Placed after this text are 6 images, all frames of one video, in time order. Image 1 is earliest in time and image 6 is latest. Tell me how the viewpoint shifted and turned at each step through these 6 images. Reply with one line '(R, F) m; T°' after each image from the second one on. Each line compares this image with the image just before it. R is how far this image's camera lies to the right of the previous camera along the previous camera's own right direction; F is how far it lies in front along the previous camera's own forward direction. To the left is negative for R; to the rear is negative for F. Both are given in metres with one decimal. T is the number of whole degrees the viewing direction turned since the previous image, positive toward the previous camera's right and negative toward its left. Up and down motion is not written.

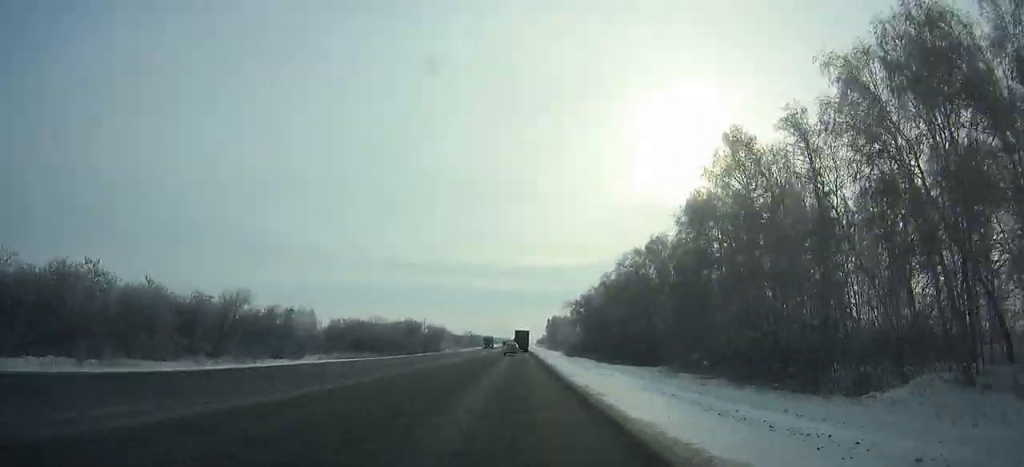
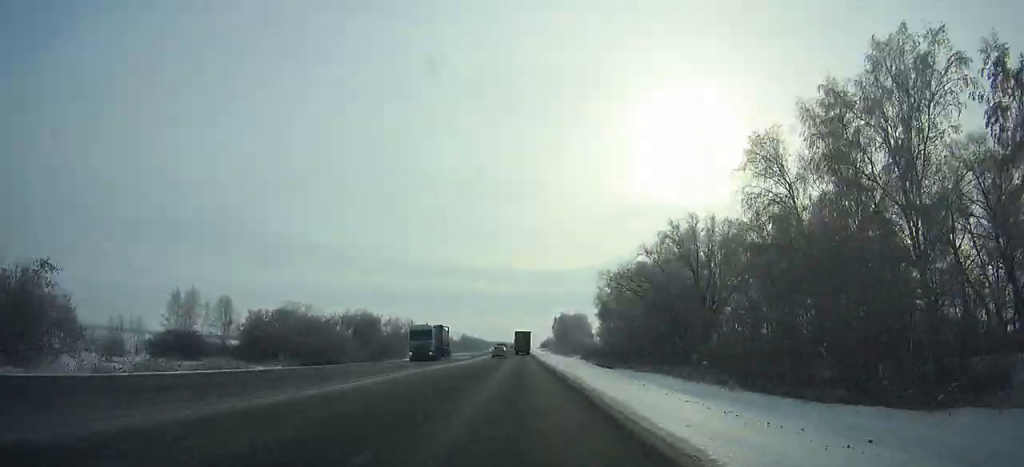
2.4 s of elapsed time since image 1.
(-0.1, +59.6) m; 0°
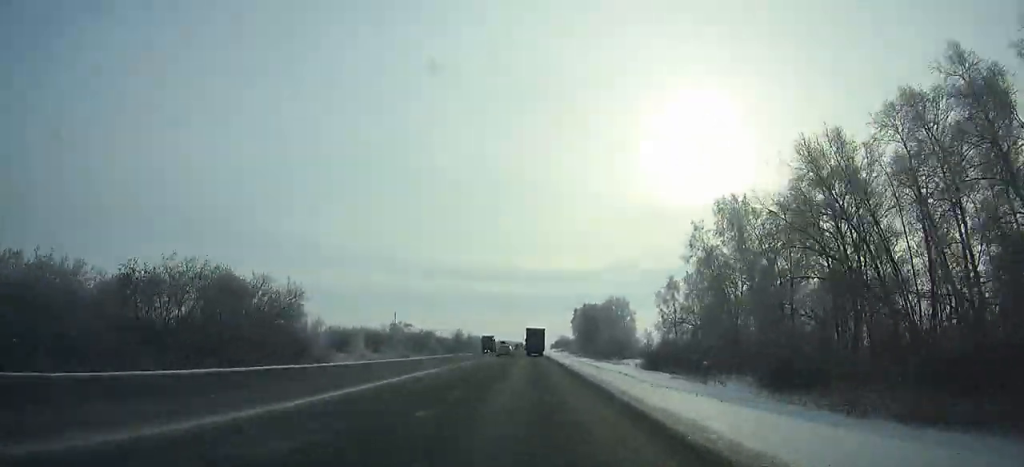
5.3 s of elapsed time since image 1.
(-0.3, +74.0) m; 0°
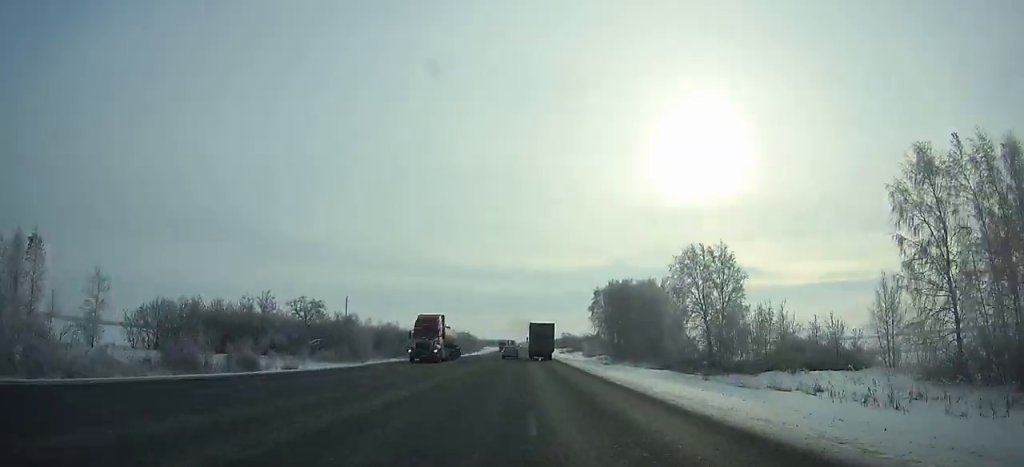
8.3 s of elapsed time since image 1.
(-0.1, +78.8) m; 0°
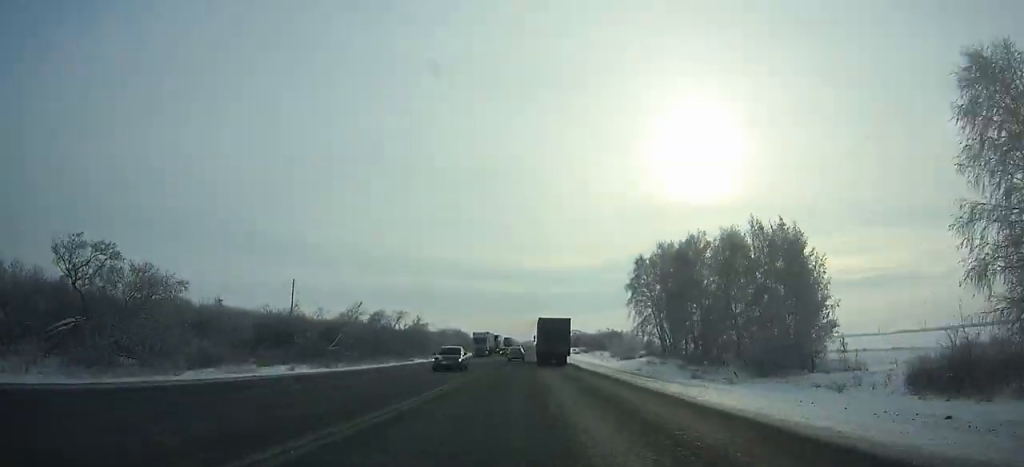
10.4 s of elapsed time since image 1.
(+0.1, +56.2) m; 0°
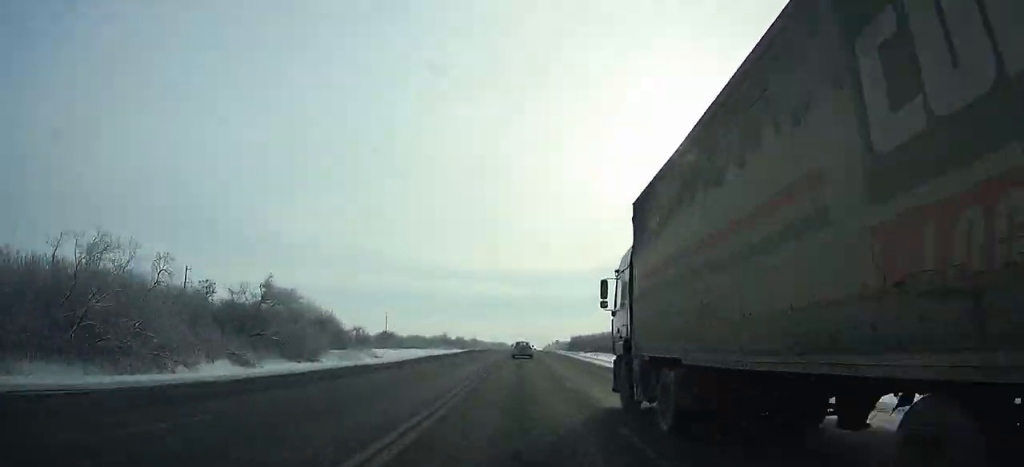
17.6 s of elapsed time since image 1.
(+1.7, +196.3) m; +1°
